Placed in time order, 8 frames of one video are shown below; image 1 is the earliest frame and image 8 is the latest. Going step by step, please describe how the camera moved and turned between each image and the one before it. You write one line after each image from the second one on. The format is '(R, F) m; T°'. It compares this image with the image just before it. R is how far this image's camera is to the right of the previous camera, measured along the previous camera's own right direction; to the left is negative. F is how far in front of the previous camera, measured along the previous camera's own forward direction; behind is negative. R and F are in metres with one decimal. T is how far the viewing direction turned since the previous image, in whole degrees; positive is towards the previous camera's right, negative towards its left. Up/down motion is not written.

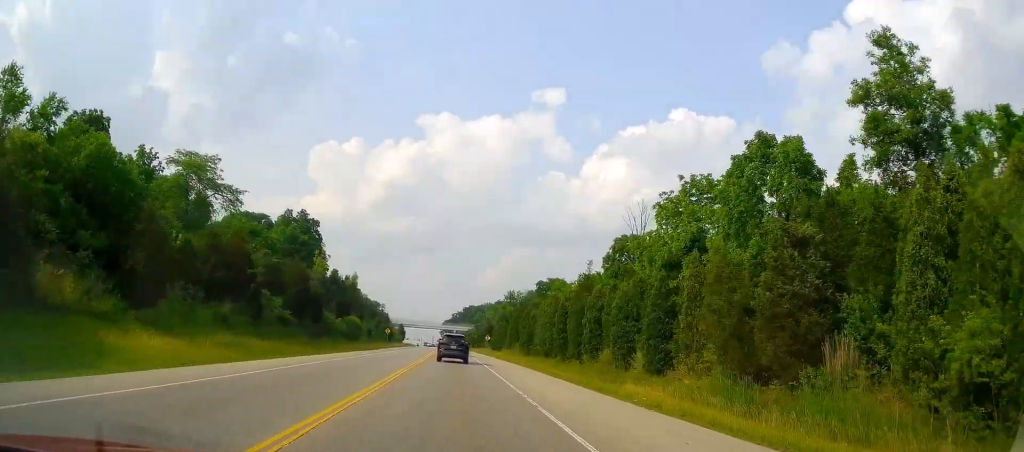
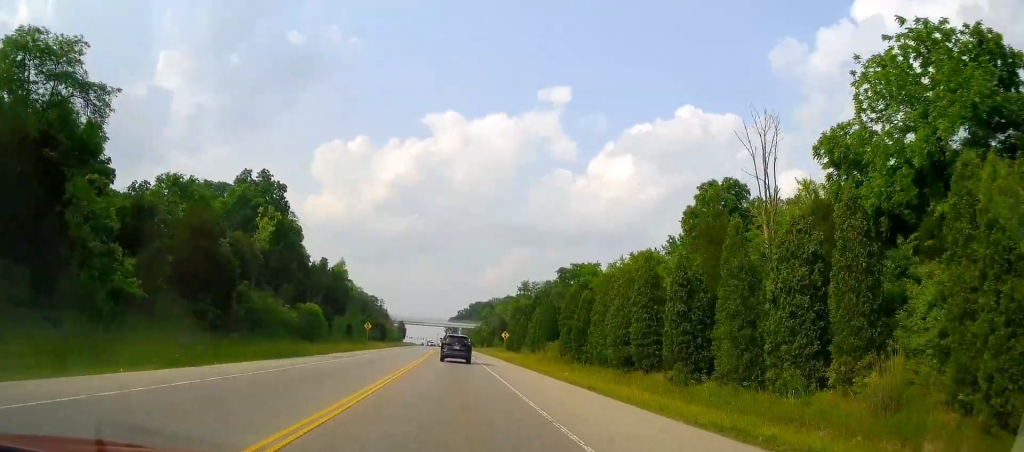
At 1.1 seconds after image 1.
(-0.5, +28.4) m; -1°
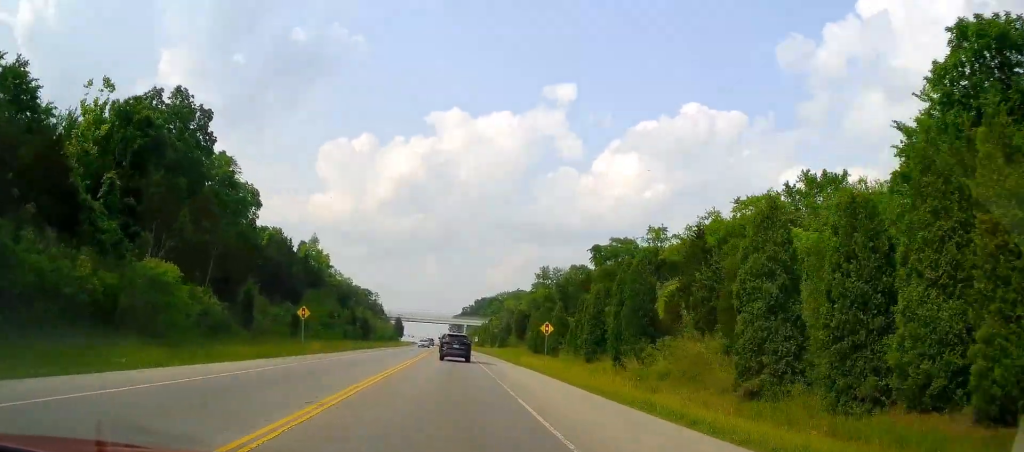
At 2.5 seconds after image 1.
(+0.5, +33.3) m; 0°
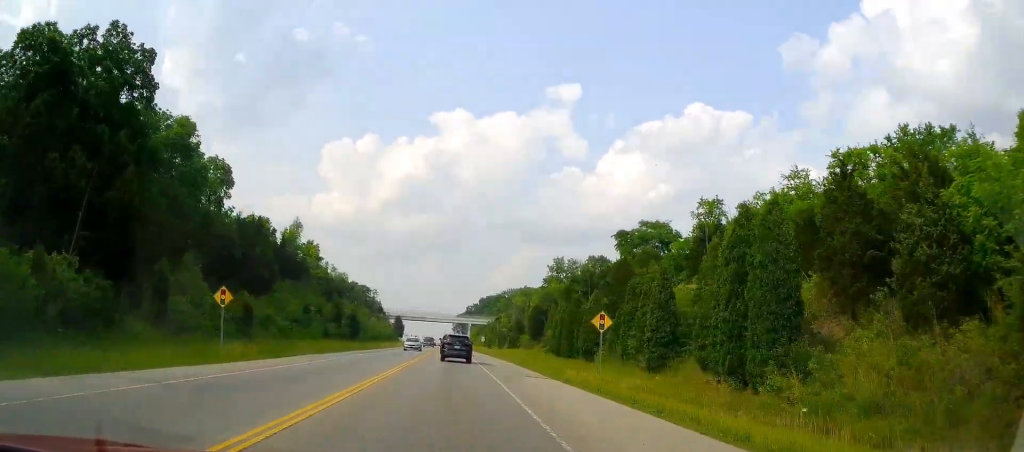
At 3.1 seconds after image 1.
(-0.3, +15.9) m; -1°
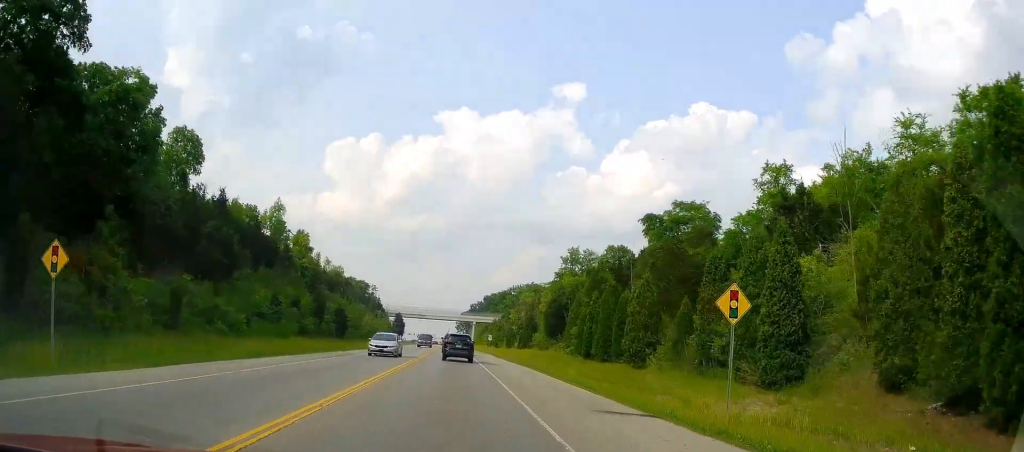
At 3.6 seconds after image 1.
(-0.2, +13.4) m; -1°
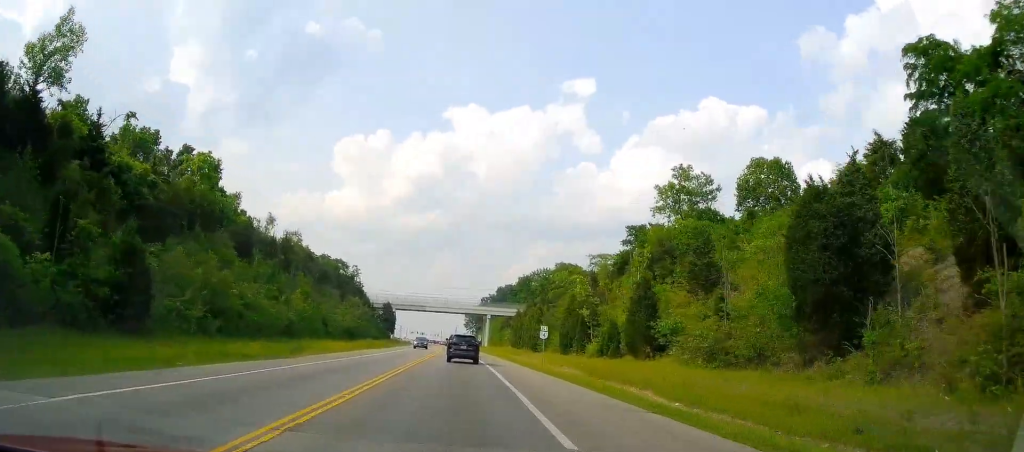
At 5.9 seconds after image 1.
(+0.1, +57.5) m; 0°
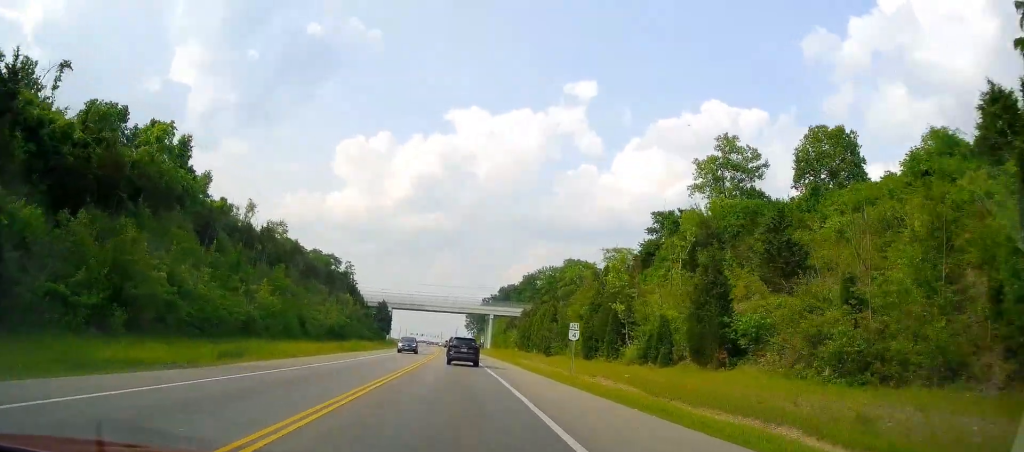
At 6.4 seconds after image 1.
(-0.1, +11.7) m; -1°
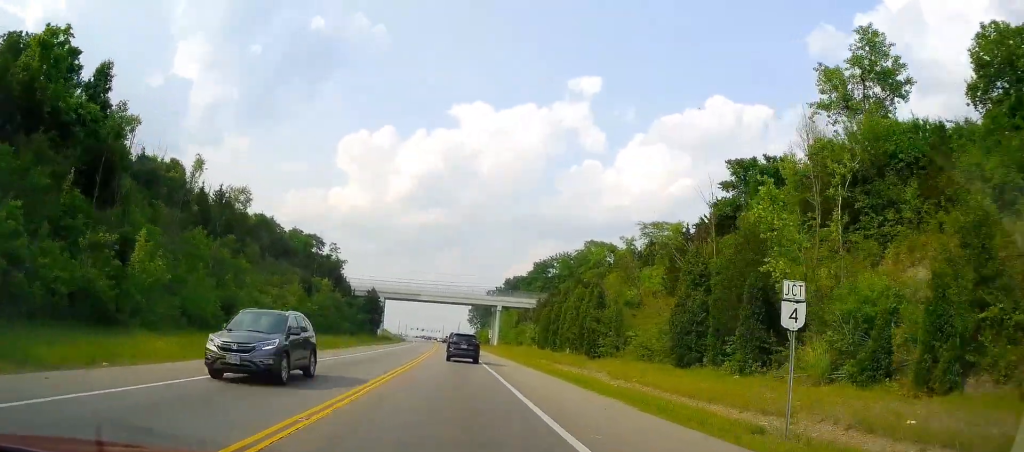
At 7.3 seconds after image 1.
(-0.1, +22.6) m; 0°
